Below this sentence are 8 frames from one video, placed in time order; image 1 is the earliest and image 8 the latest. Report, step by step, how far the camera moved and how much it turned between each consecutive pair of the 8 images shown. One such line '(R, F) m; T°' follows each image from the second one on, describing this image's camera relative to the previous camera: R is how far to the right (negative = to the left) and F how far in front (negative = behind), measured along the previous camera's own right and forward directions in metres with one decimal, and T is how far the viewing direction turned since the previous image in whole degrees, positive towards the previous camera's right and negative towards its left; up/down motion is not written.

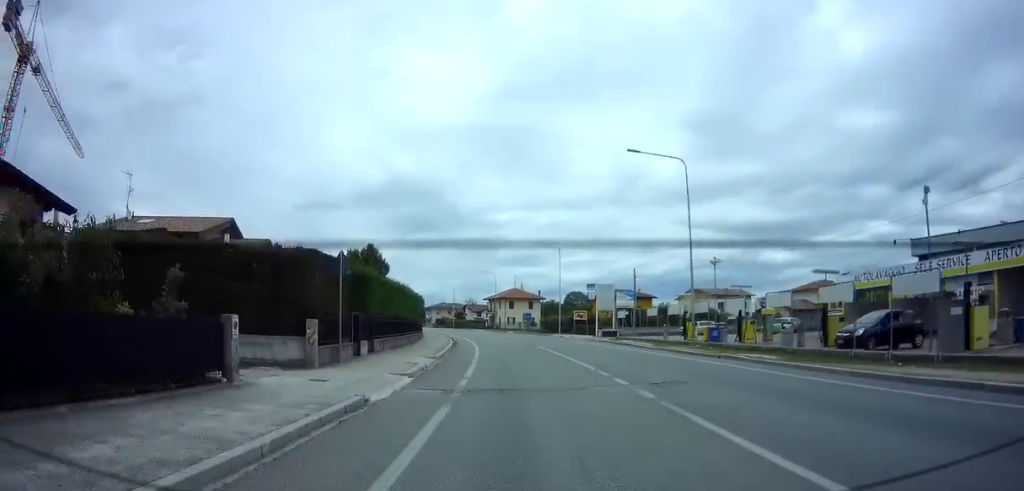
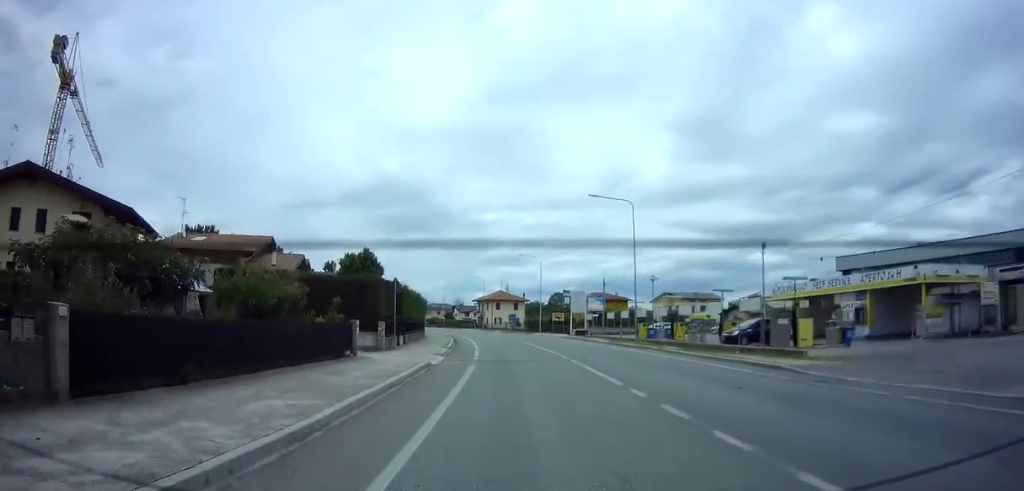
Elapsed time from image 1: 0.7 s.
(+0.3, +9.6) m; +1°
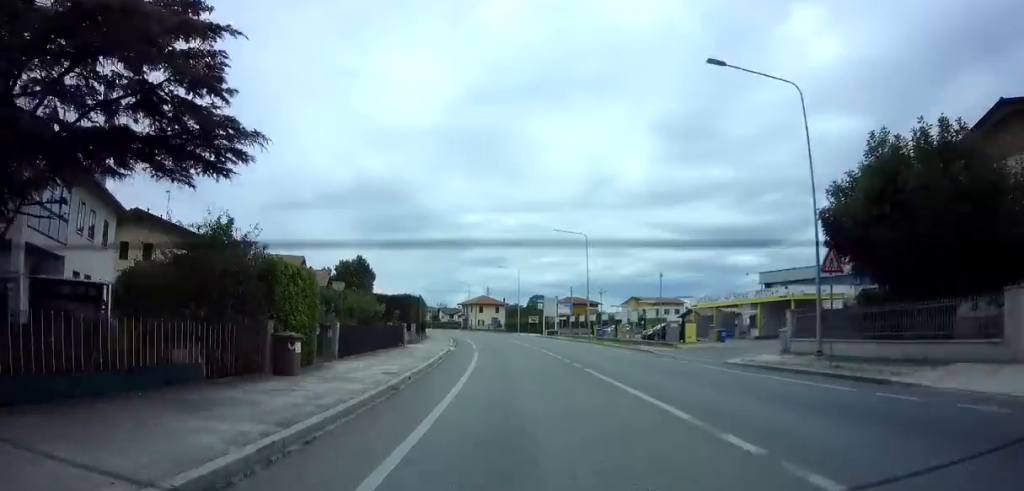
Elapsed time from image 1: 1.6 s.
(+0.1, +12.8) m; +1°
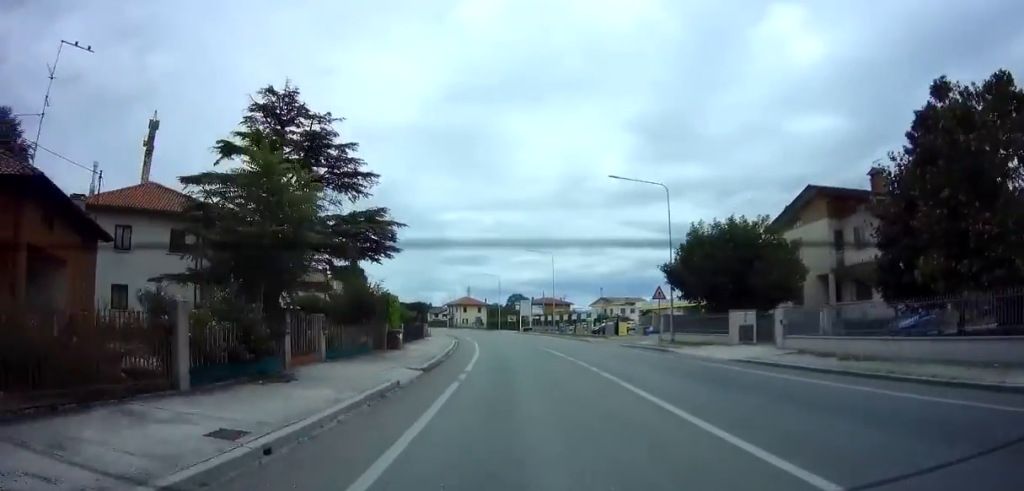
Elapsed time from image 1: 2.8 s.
(+0.2, +15.0) m; +1°
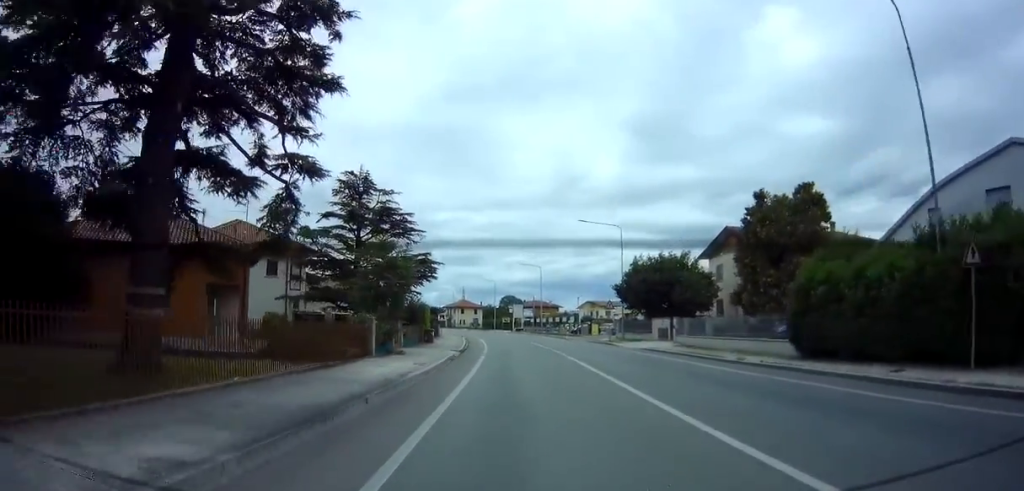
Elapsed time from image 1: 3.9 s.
(-0.1, +12.5) m; +1°
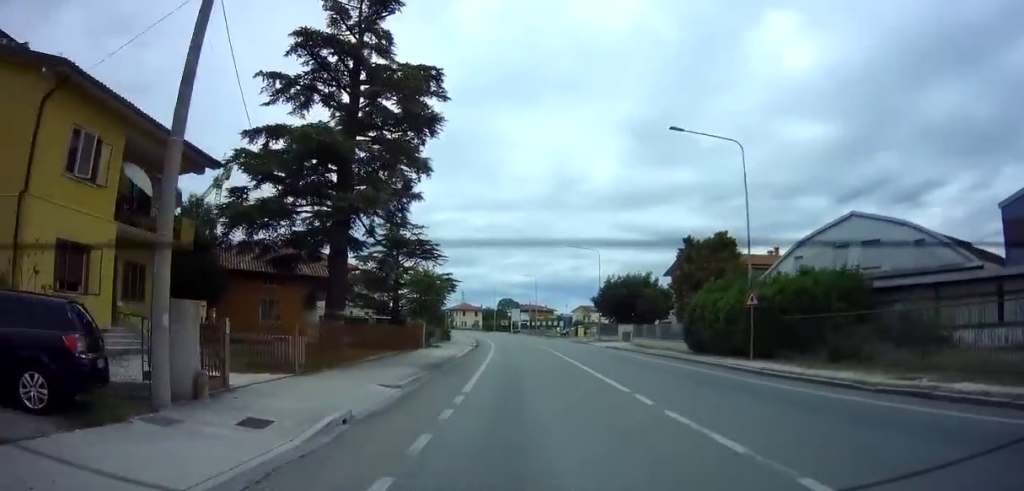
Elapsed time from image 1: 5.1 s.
(+0.5, +11.1) m; +2°
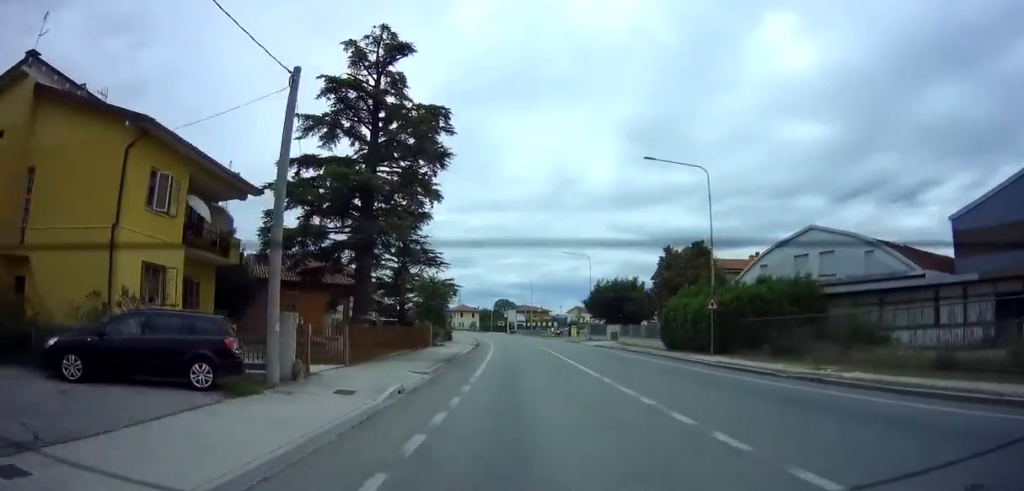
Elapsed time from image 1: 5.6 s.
(-0.1, +3.7) m; -1°
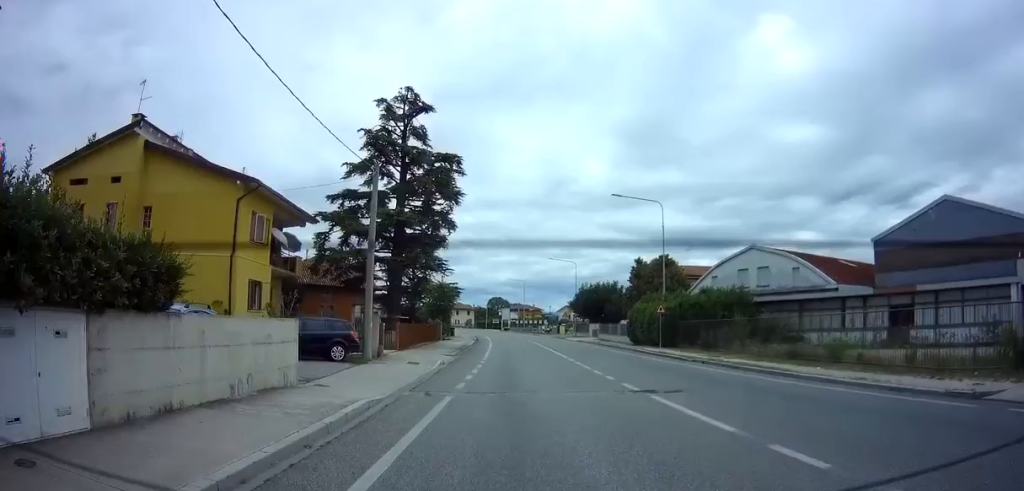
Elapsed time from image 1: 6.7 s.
(-0.2, +7.8) m; -2°
